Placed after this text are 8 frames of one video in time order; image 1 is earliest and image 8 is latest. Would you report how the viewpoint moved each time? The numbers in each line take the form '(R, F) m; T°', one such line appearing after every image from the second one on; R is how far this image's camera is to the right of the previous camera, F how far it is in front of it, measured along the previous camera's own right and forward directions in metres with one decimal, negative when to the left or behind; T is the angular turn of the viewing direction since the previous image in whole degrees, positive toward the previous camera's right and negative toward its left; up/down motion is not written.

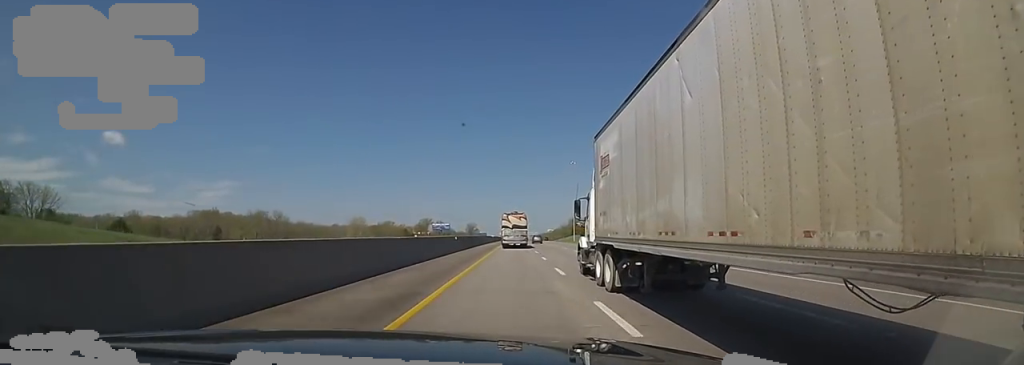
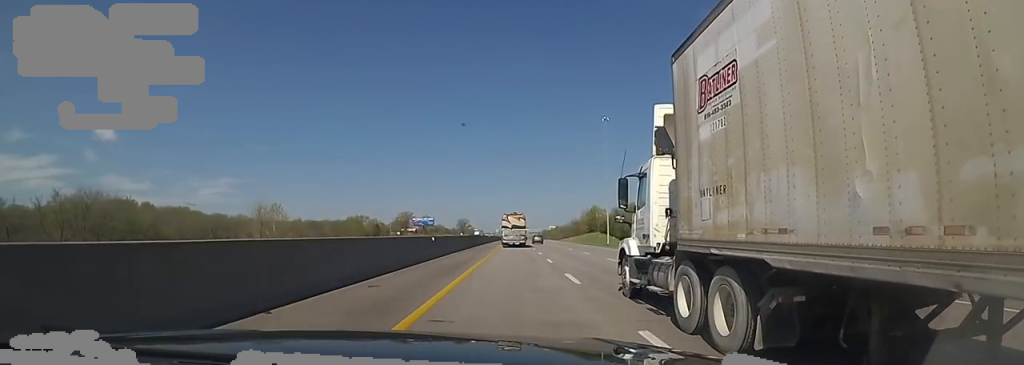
(-0.1, +72.6) m; 0°
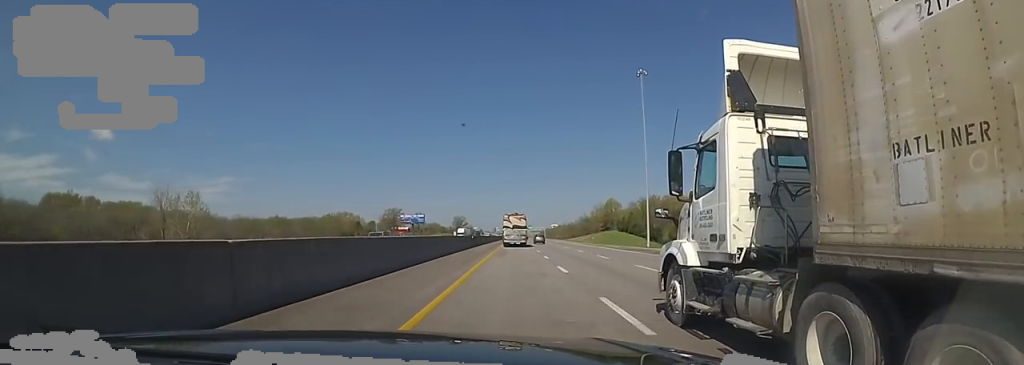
(-1.1, +36.3) m; 0°
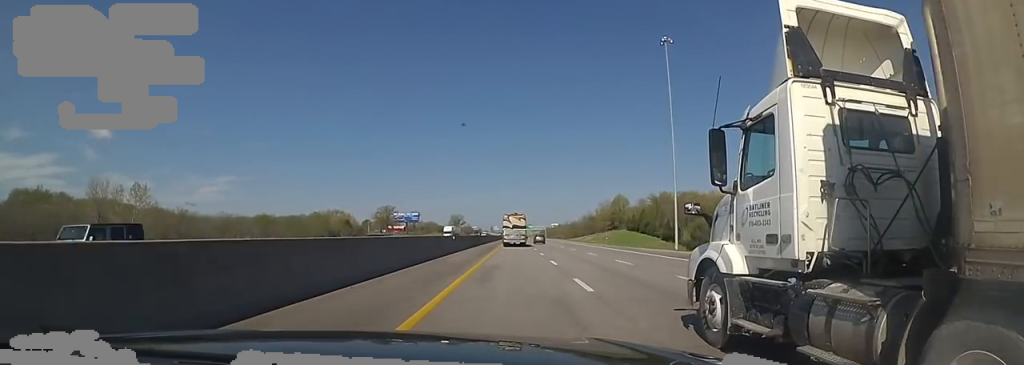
(+0.7, +15.6) m; 0°
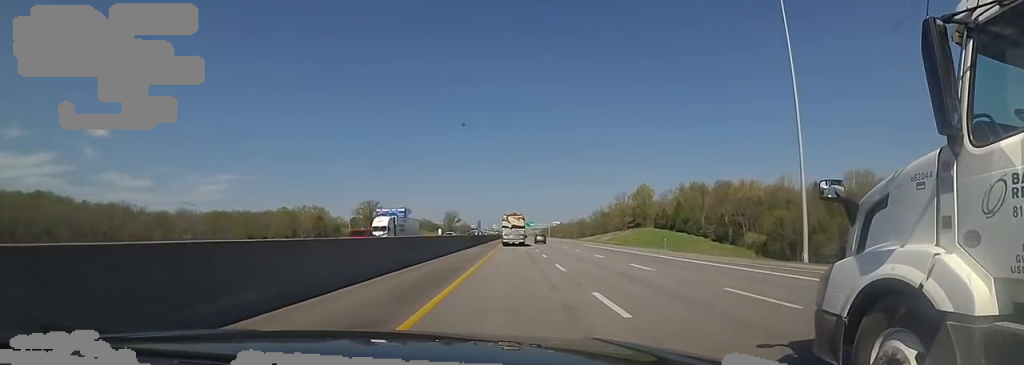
(-0.5, +33.9) m; 0°
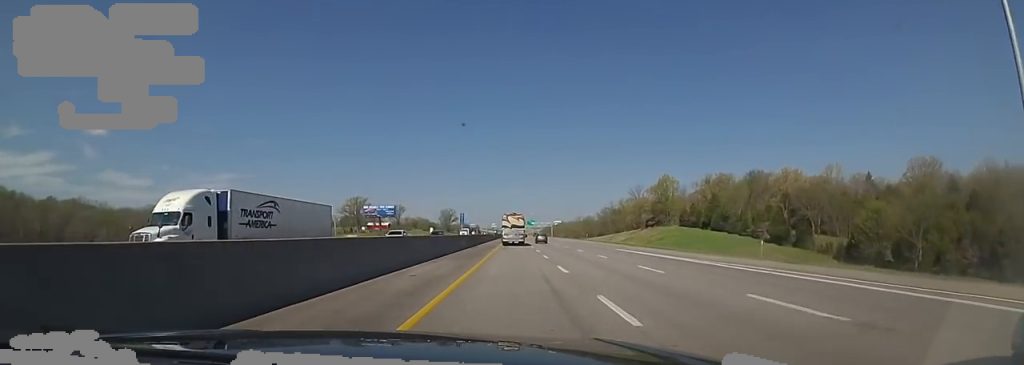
(0.0, +21.9) m; 0°
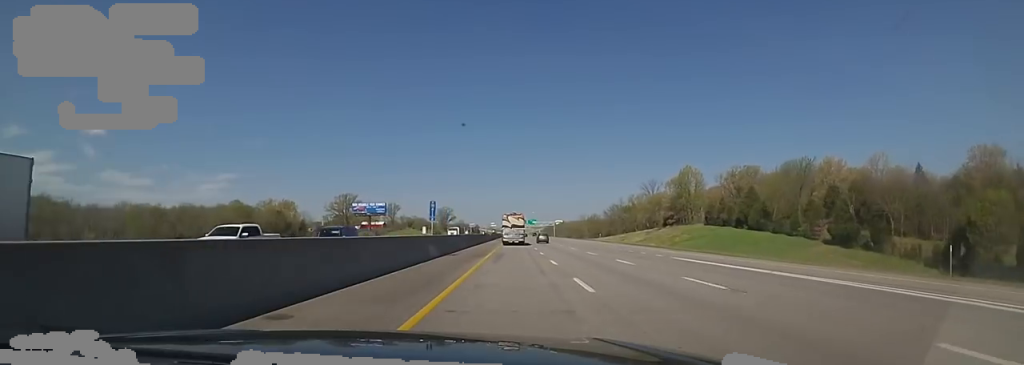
(+0.7, +16.4) m; 0°
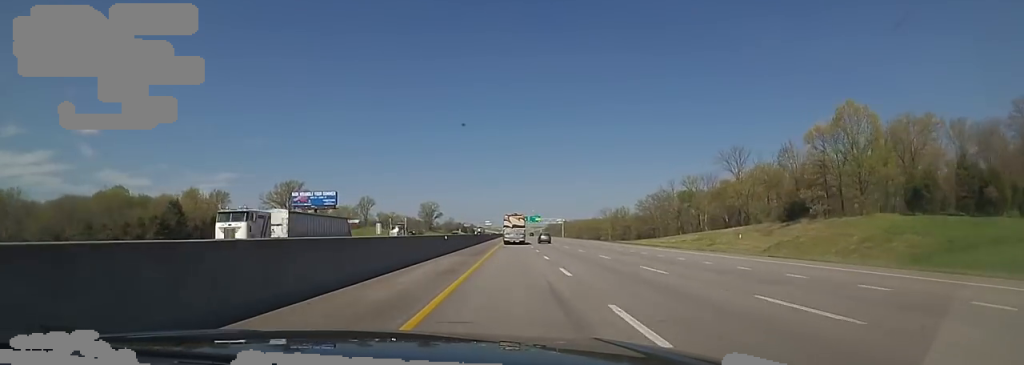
(-0.4, +59.3) m; 0°
